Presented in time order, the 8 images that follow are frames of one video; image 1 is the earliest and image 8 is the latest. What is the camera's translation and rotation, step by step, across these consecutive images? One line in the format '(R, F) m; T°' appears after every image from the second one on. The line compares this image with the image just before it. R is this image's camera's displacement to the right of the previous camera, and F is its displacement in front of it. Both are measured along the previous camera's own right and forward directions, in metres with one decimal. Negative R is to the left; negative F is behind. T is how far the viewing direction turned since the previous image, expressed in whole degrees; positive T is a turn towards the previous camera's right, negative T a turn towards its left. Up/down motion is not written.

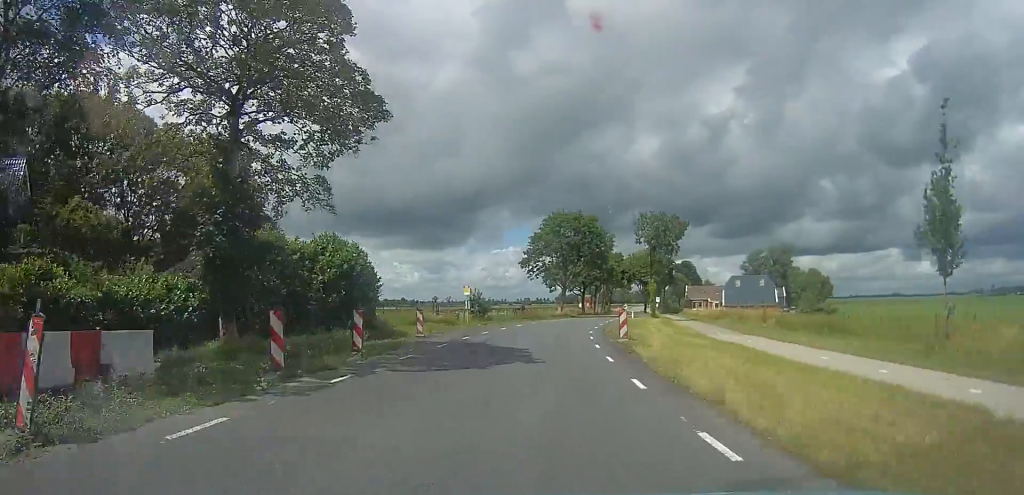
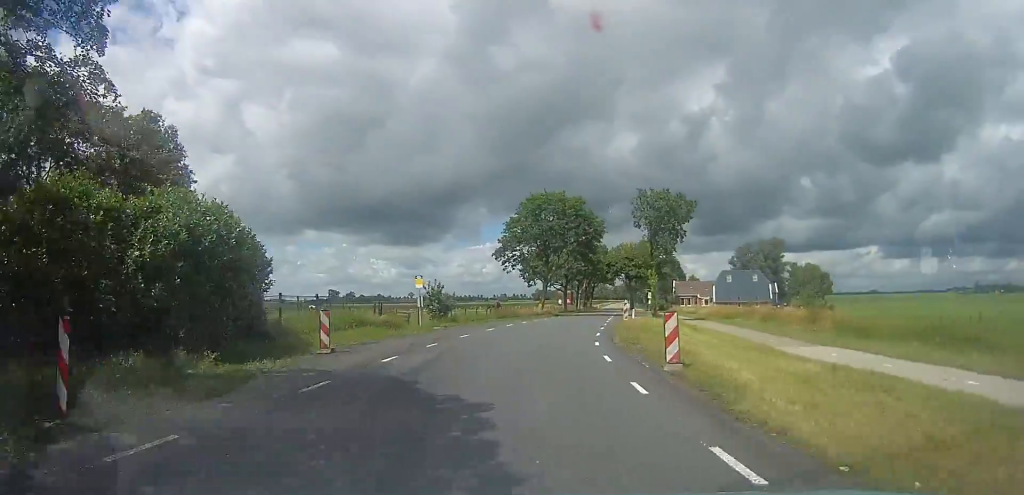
(+0.3, +8.8) m; +4°
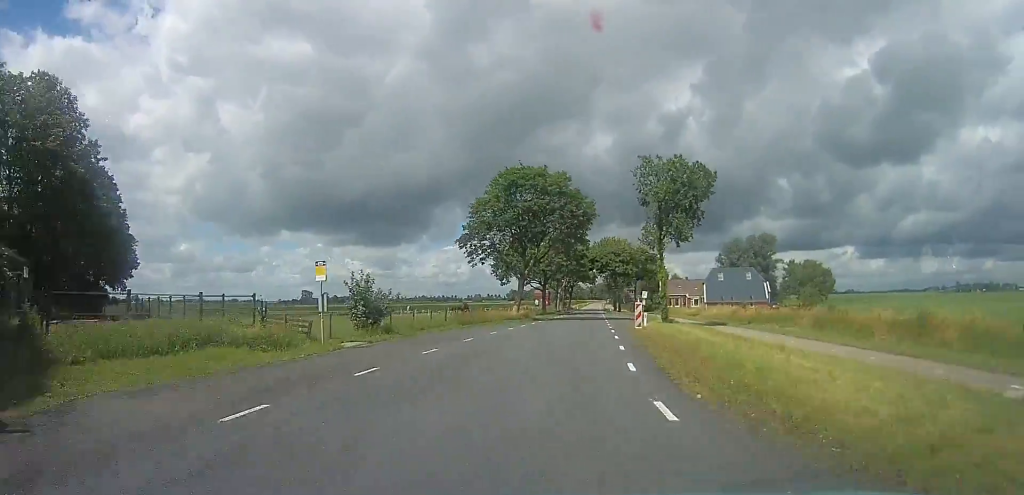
(+0.4, +10.0) m; +5°
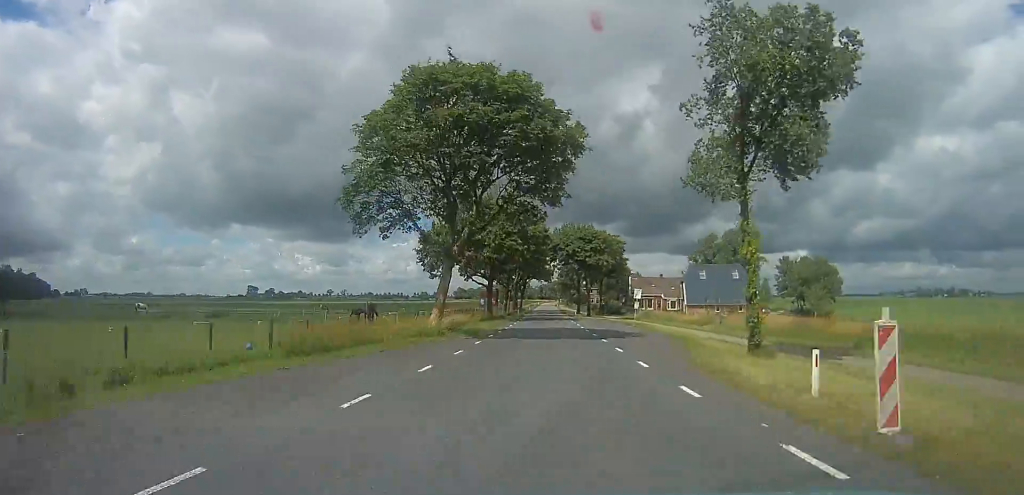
(+1.2, +19.4) m; +6°
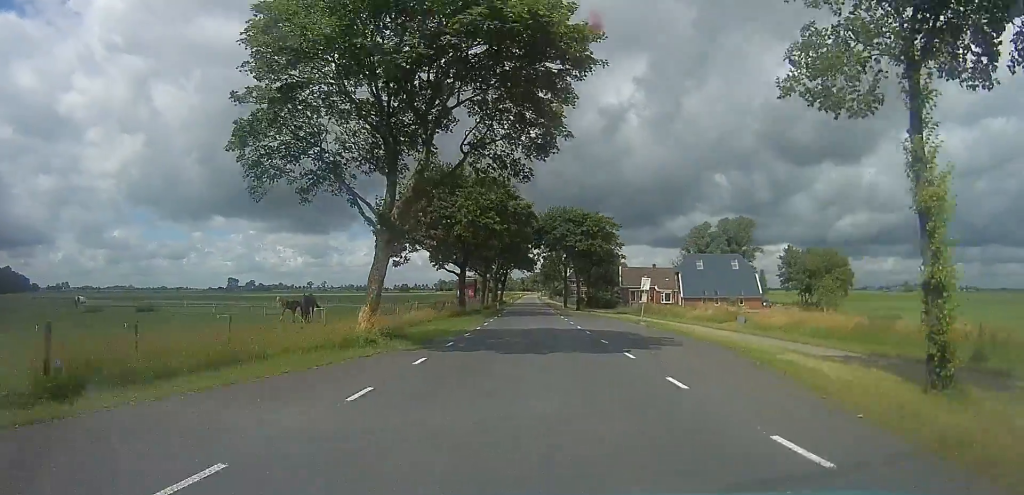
(-0.3, +8.5) m; +3°
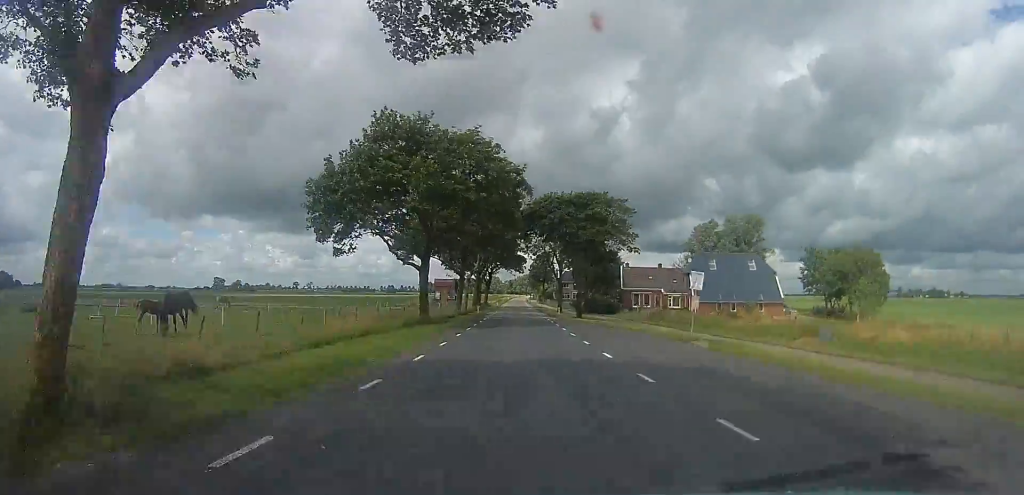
(+0.9, +11.9) m; -3°
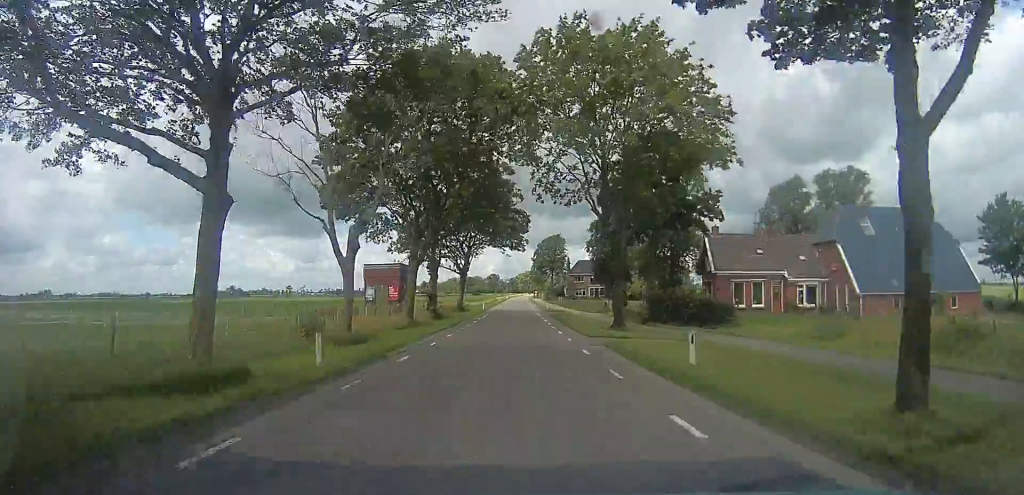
(-1.6, +35.4) m; +1°
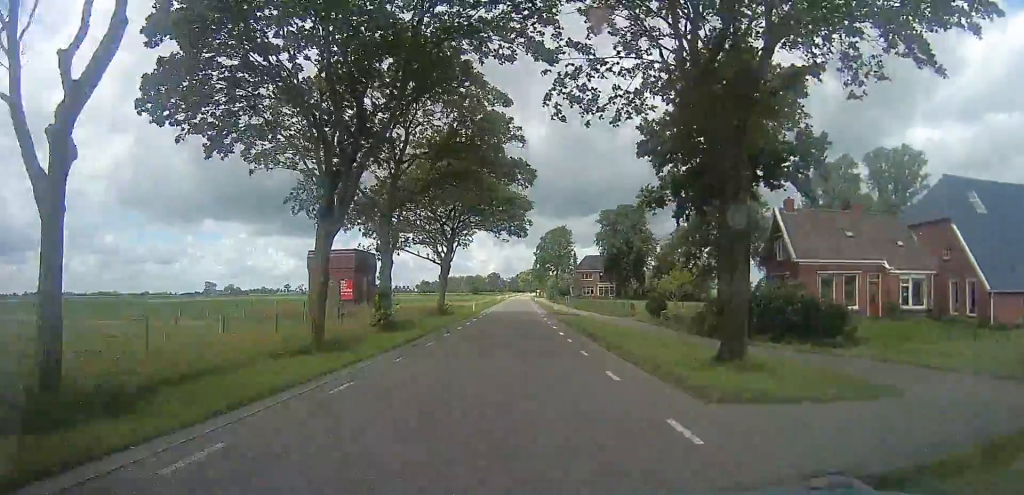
(-0.4, +11.8) m; -3°
